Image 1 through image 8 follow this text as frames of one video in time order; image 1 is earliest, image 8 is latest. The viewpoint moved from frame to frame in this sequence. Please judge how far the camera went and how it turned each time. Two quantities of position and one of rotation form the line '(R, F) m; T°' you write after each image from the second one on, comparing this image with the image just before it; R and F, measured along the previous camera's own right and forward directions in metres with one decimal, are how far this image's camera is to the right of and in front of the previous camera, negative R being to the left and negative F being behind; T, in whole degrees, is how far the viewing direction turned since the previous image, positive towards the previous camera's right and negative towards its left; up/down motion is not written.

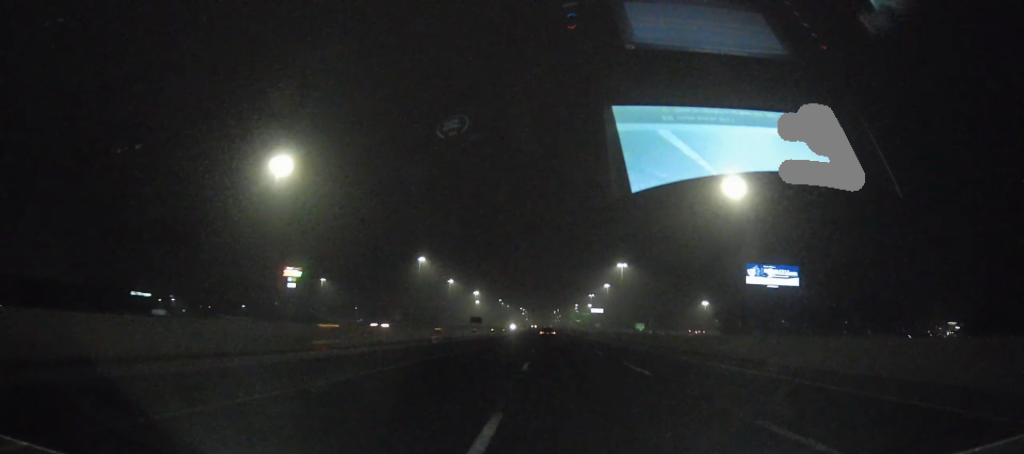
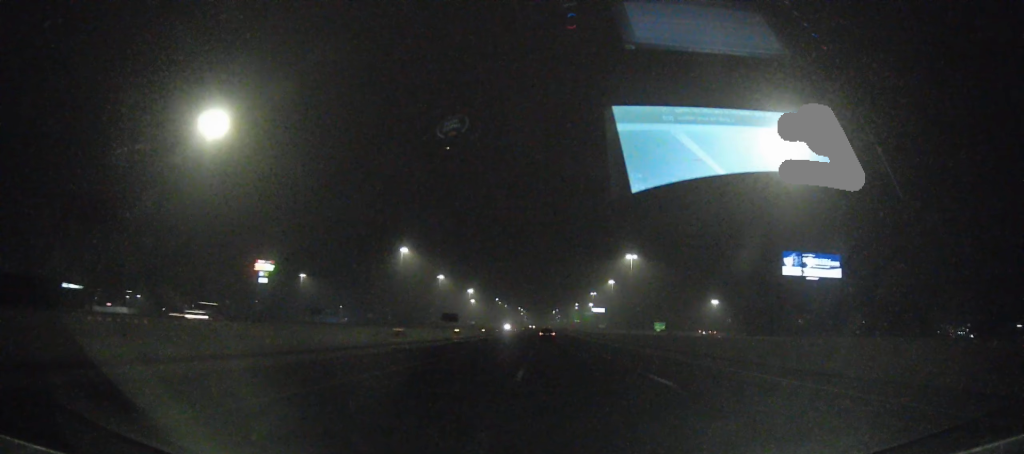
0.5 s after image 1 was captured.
(+0.2, +27.3) m; 0°
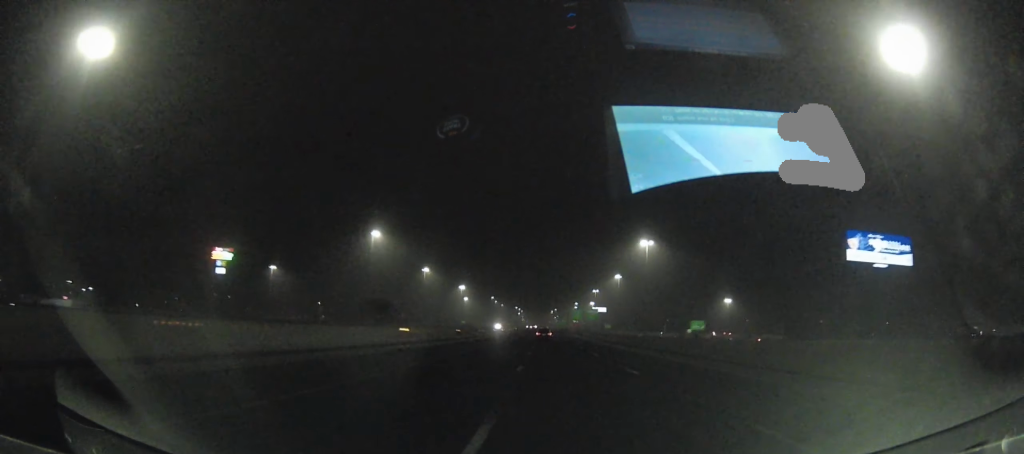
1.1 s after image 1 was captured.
(+0.1, +33.3) m; 0°
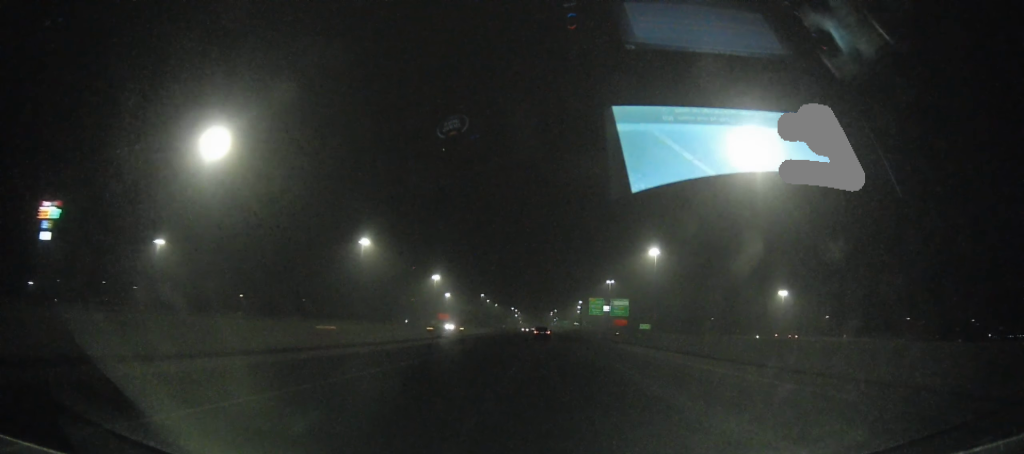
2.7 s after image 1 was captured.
(-0.4, +89.9) m; 0°
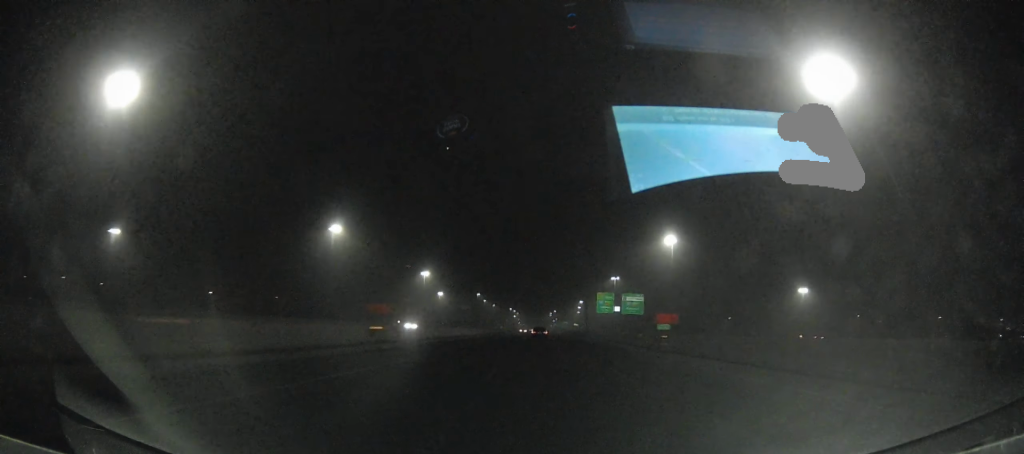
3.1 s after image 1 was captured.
(0.0, +24.7) m; 0°
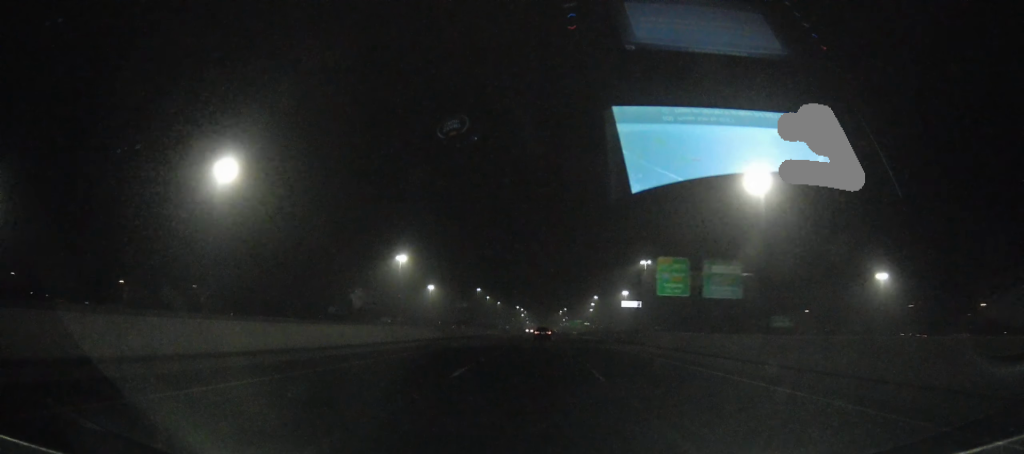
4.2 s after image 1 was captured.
(+0.3, +61.4) m; 0°
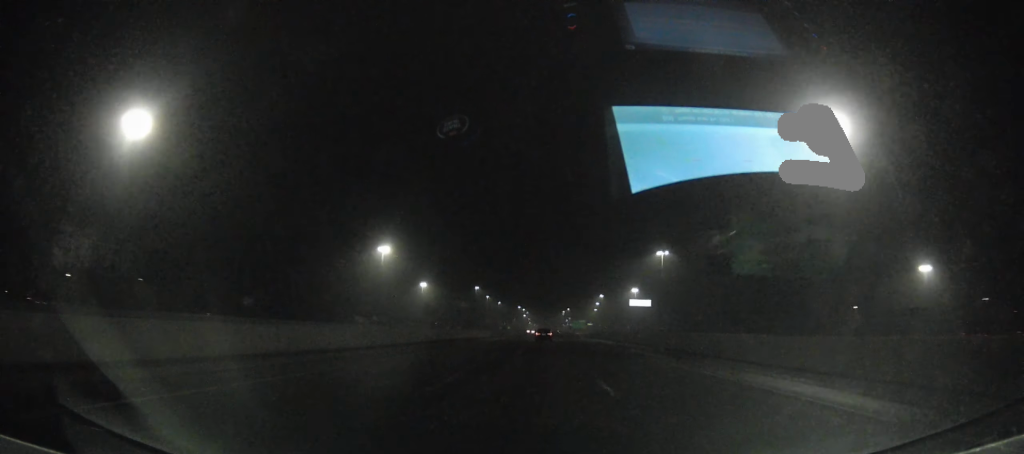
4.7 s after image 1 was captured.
(0.0, +27.0) m; 0°
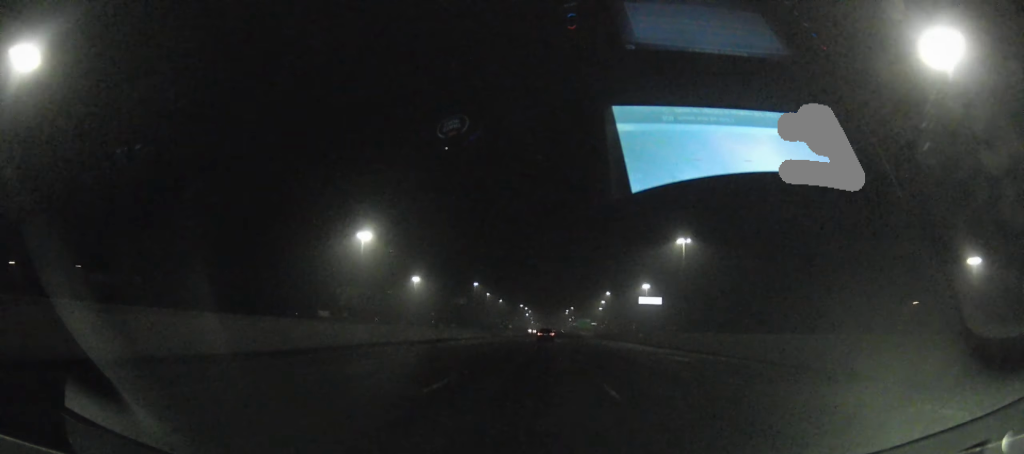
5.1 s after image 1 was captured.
(-0.1, +25.0) m; 0°
